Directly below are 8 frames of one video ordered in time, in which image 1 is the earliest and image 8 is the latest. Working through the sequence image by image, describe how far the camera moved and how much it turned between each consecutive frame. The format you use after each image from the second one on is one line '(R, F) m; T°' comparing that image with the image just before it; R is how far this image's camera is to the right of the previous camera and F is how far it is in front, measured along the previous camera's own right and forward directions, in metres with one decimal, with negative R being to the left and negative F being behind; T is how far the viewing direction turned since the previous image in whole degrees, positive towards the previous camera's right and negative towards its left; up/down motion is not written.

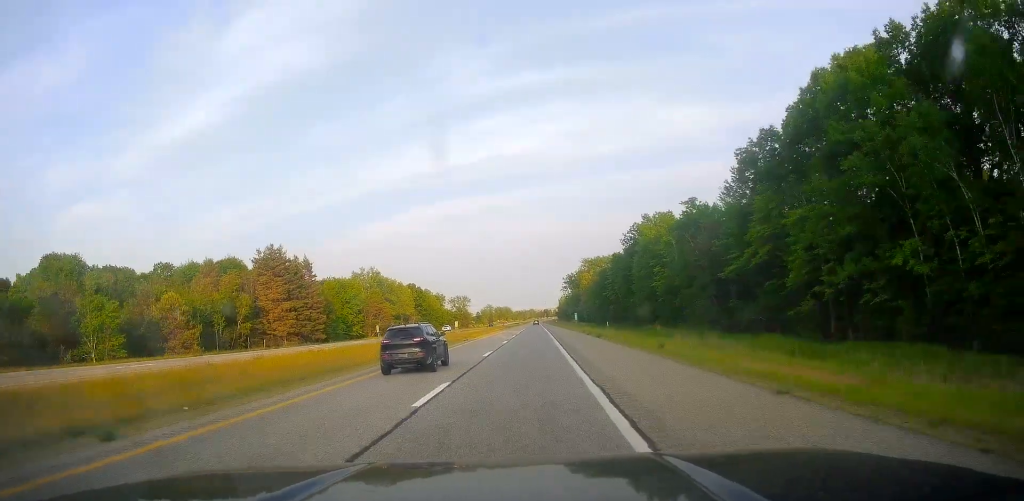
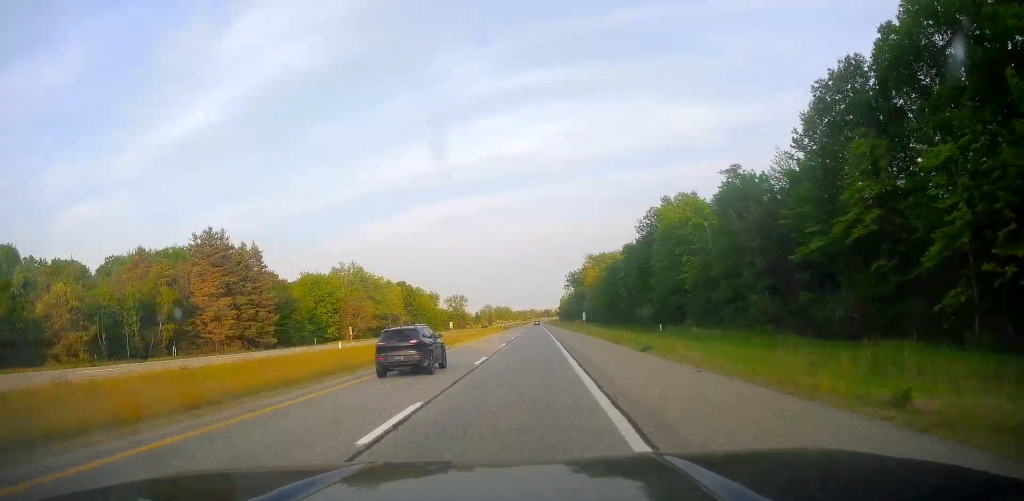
(-0.1, +19.2) m; 0°
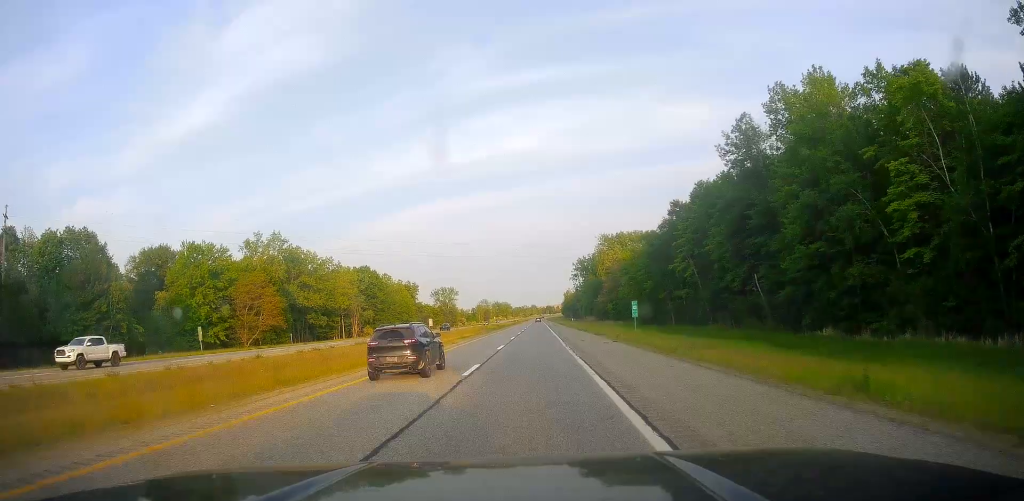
(-0.2, +51.6) m; 0°
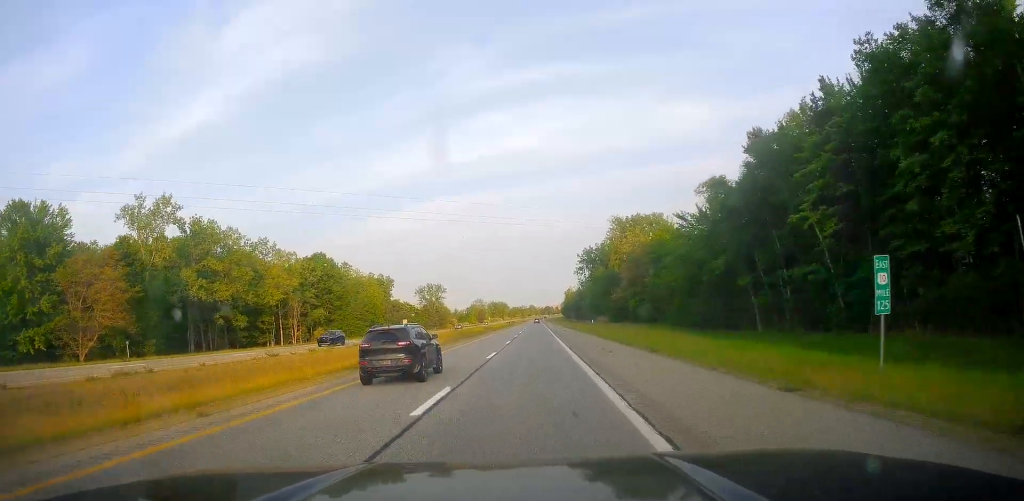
(+0.2, +37.1) m; +1°
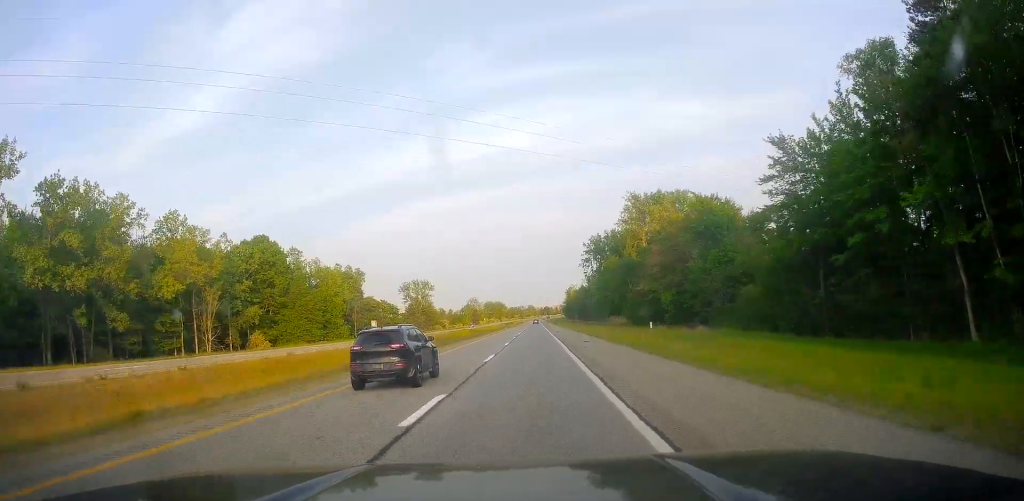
(+0.2, +31.2) m; 0°
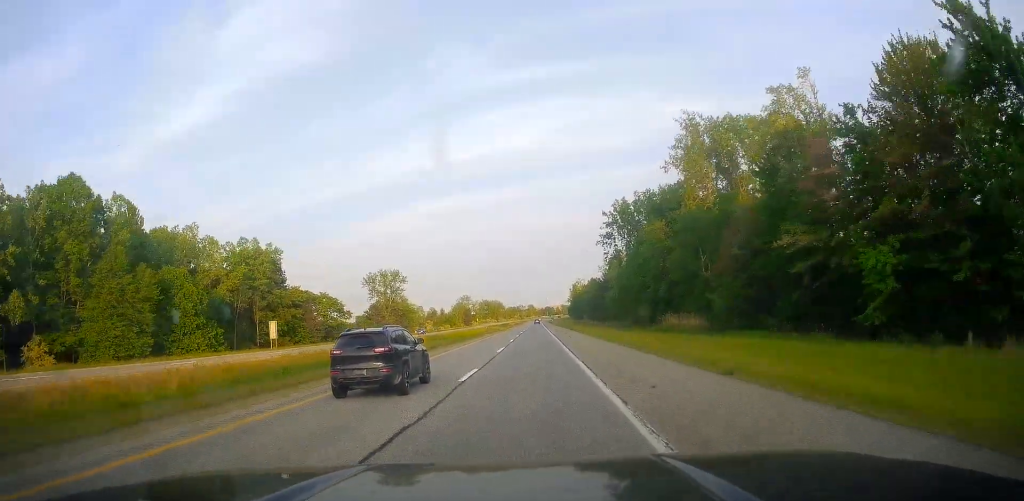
(-0.7, +54.1) m; -1°
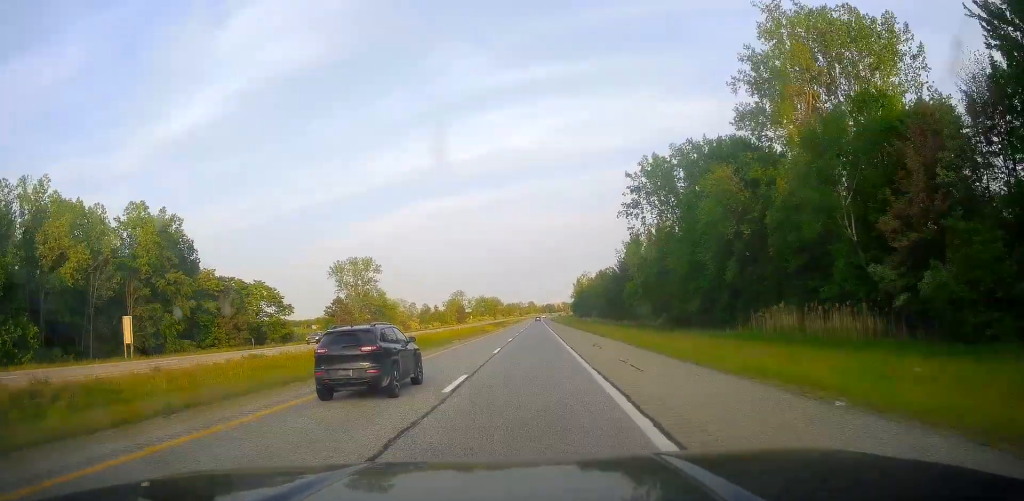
(-0.3, +33.7) m; +1°
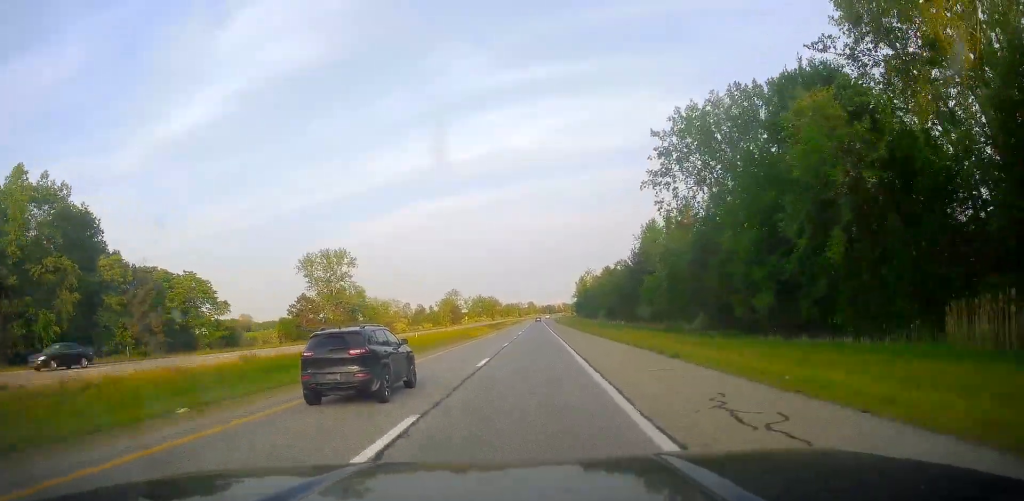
(+0.7, +22.8) m; 0°
